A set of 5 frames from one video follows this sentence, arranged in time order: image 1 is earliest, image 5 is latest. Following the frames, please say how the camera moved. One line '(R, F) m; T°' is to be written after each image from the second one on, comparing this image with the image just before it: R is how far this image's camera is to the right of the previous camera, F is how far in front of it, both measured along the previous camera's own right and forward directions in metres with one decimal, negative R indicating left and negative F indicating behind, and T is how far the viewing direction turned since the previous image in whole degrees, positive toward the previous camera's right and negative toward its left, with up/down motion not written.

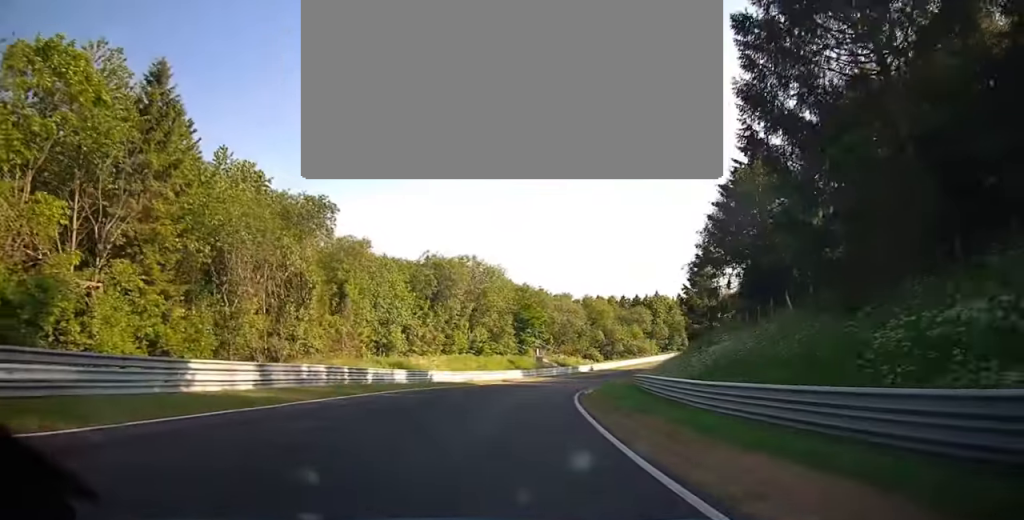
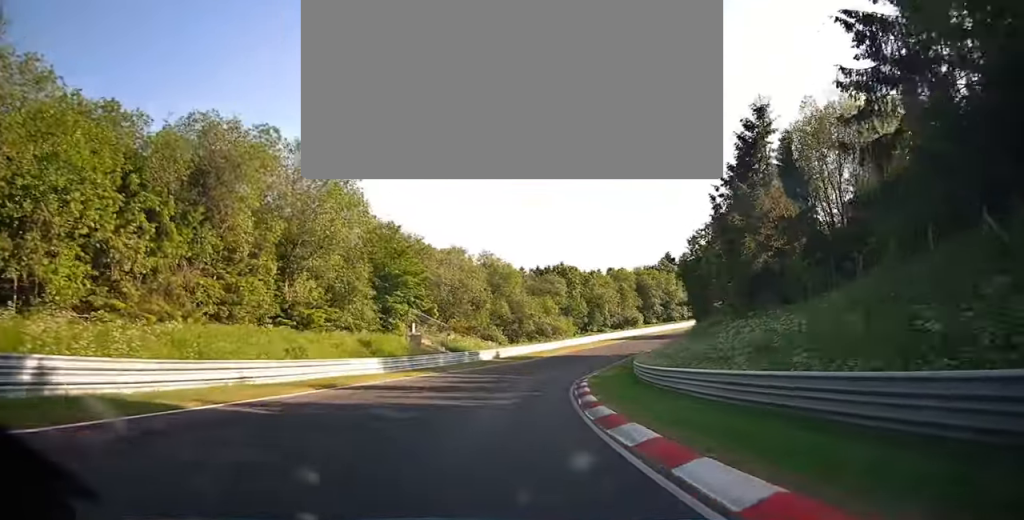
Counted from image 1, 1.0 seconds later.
(+5.3, +33.0) m; +10°
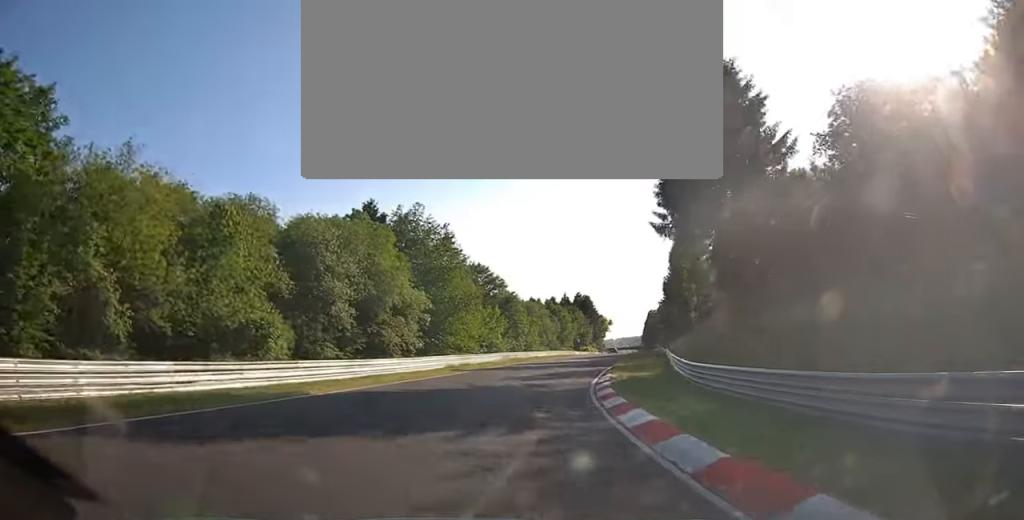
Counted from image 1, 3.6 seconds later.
(+20.1, +86.3) m; +29°
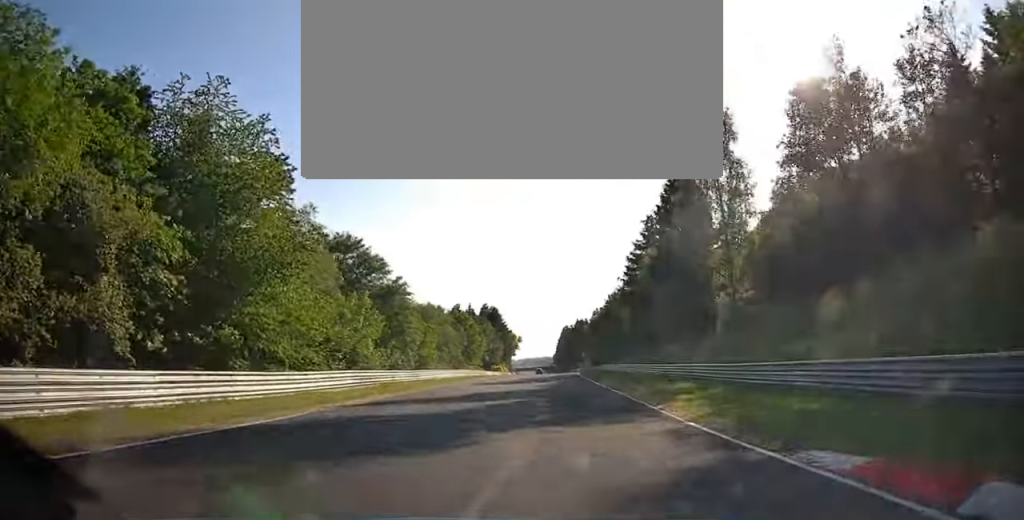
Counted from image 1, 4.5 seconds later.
(+2.7, +33.1) m; +6°
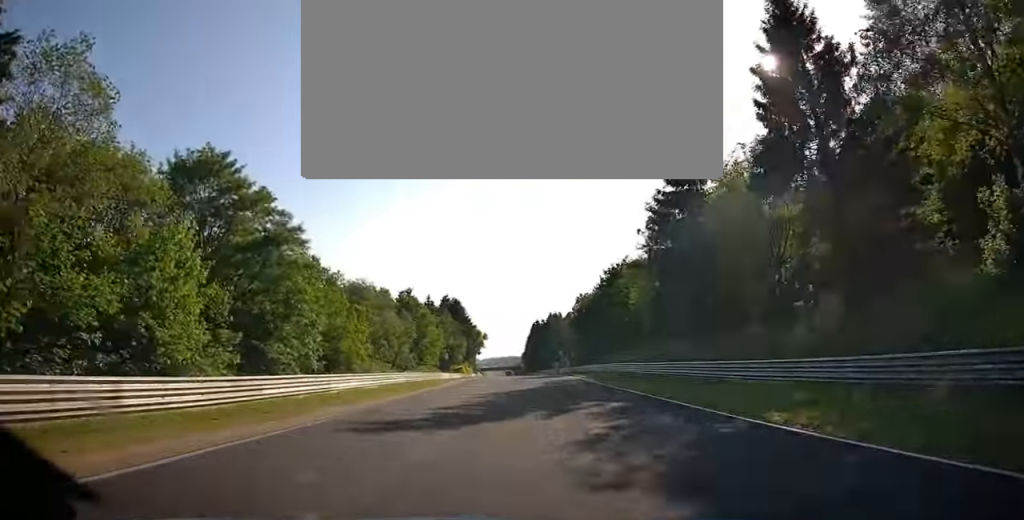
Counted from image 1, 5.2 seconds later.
(-0.3, +25.8) m; +2°
